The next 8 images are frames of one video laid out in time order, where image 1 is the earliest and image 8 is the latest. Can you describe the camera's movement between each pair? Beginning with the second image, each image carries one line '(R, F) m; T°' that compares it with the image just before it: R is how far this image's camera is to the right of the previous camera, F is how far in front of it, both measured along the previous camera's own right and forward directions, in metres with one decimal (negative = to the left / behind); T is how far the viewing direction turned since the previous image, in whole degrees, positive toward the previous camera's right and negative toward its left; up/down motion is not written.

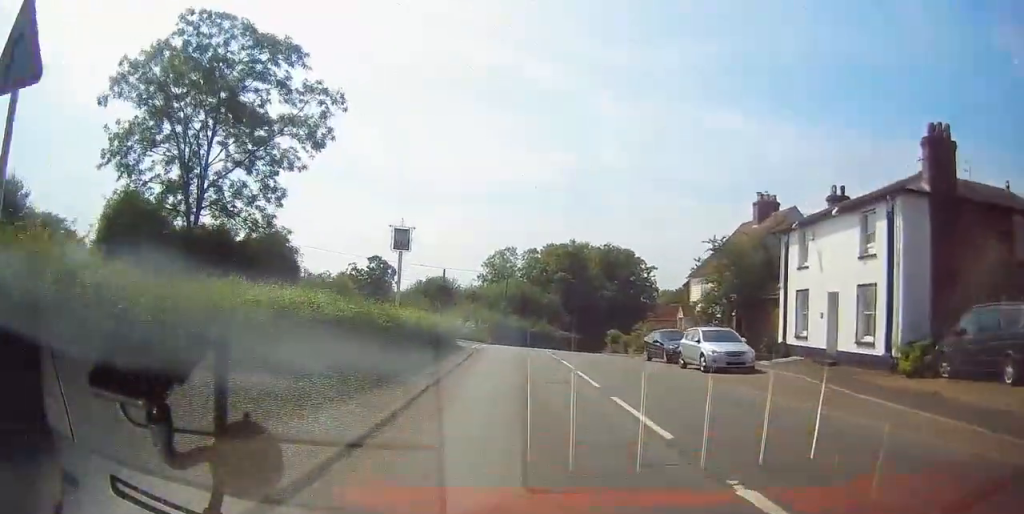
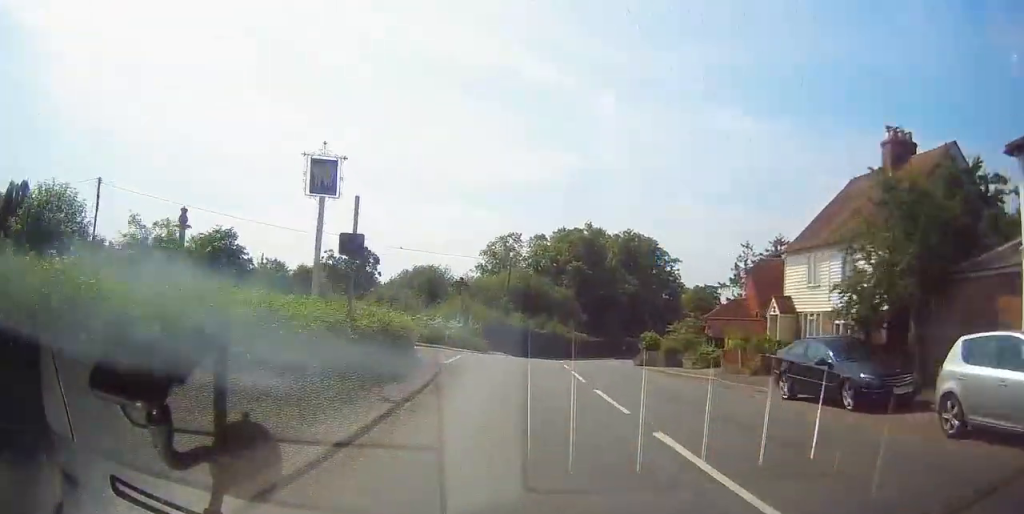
(+0.1, +15.6) m; -2°
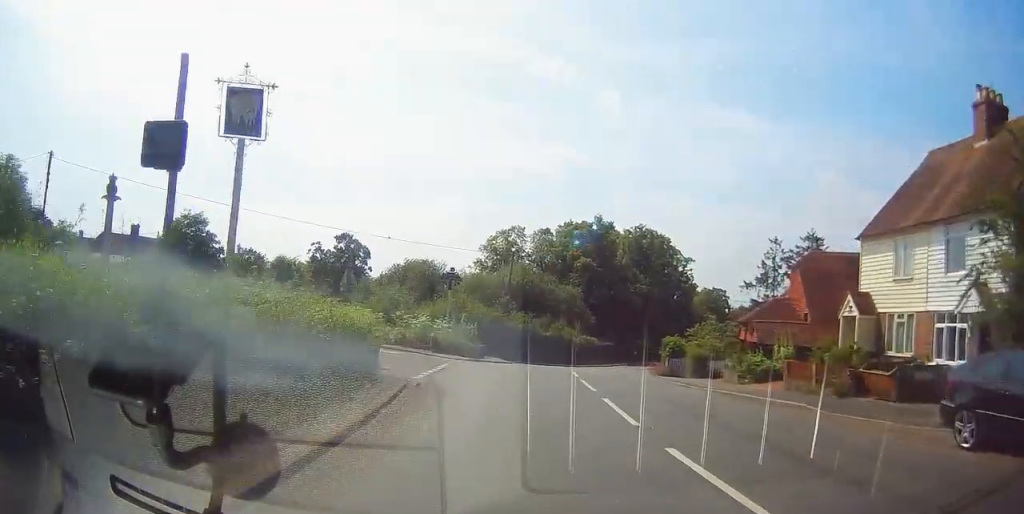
(-0.2, +6.8) m; 0°
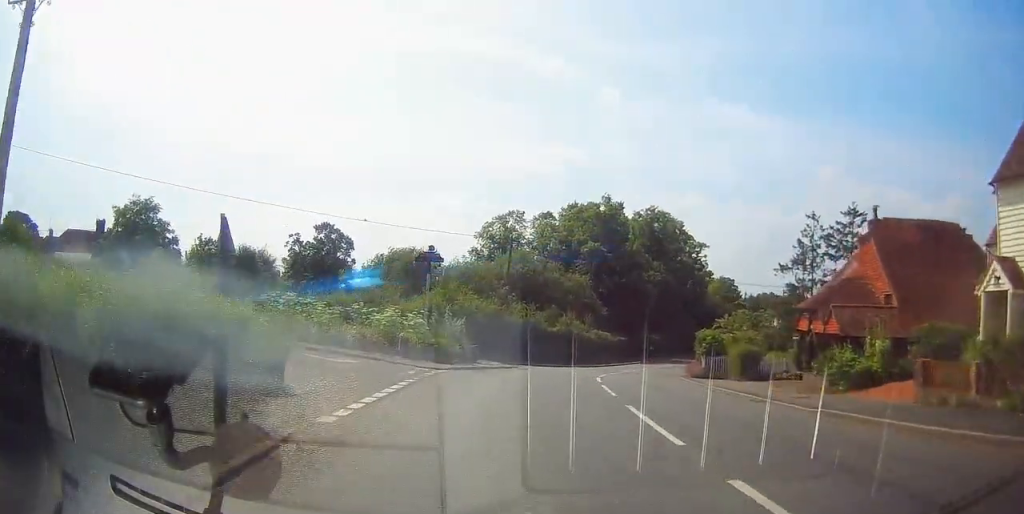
(-0.2, +8.2) m; +1°
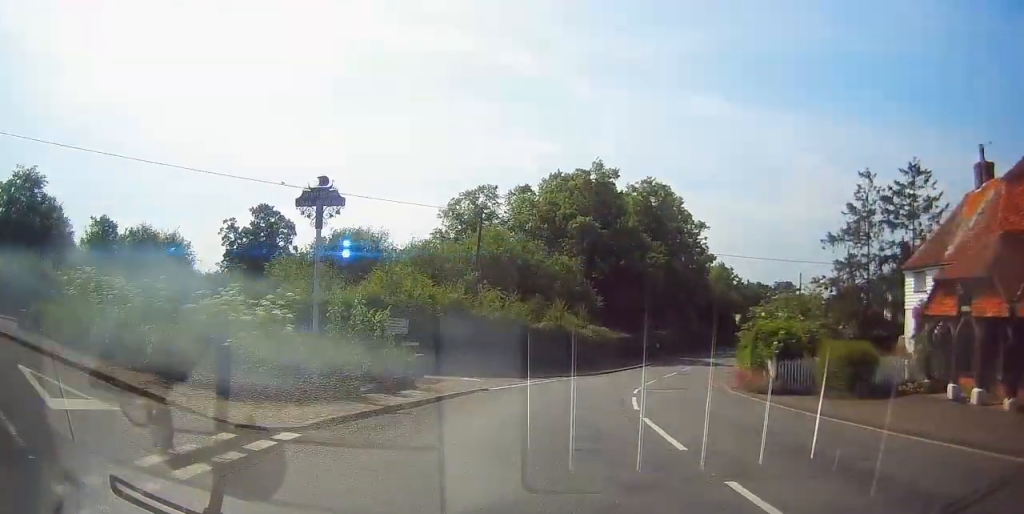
(+0.7, +11.8) m; +7°
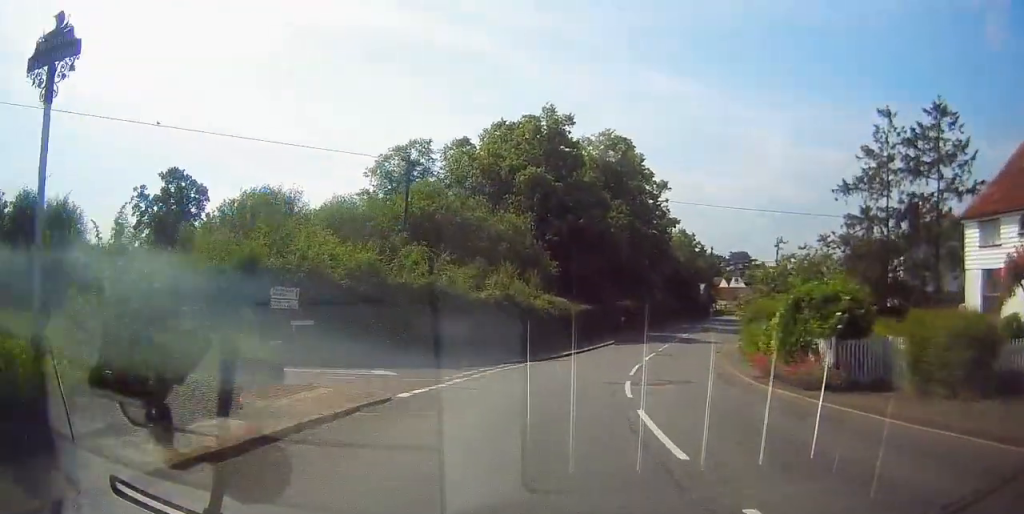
(+0.2, +8.1) m; +6°
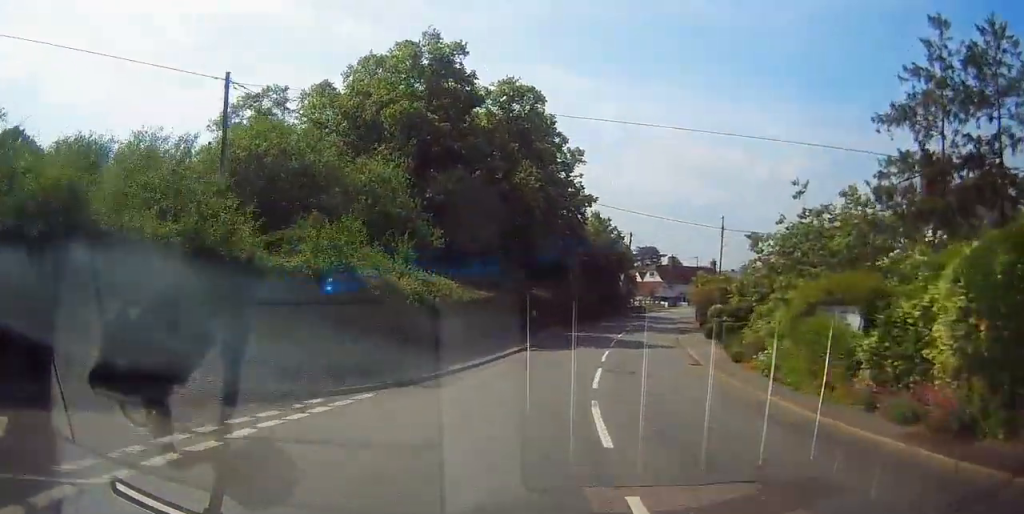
(+1.0, +12.4) m; +6°
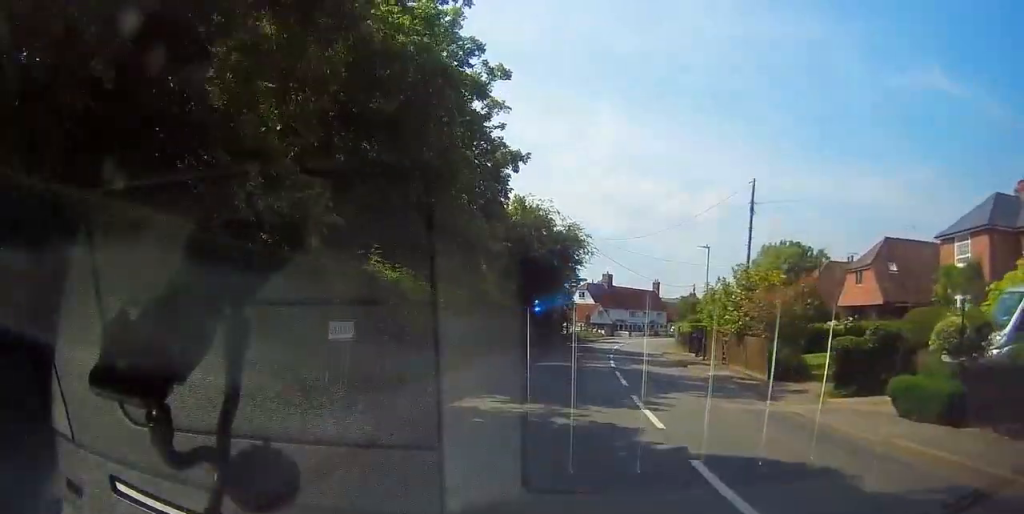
(+1.4, +23.6) m; +8°
